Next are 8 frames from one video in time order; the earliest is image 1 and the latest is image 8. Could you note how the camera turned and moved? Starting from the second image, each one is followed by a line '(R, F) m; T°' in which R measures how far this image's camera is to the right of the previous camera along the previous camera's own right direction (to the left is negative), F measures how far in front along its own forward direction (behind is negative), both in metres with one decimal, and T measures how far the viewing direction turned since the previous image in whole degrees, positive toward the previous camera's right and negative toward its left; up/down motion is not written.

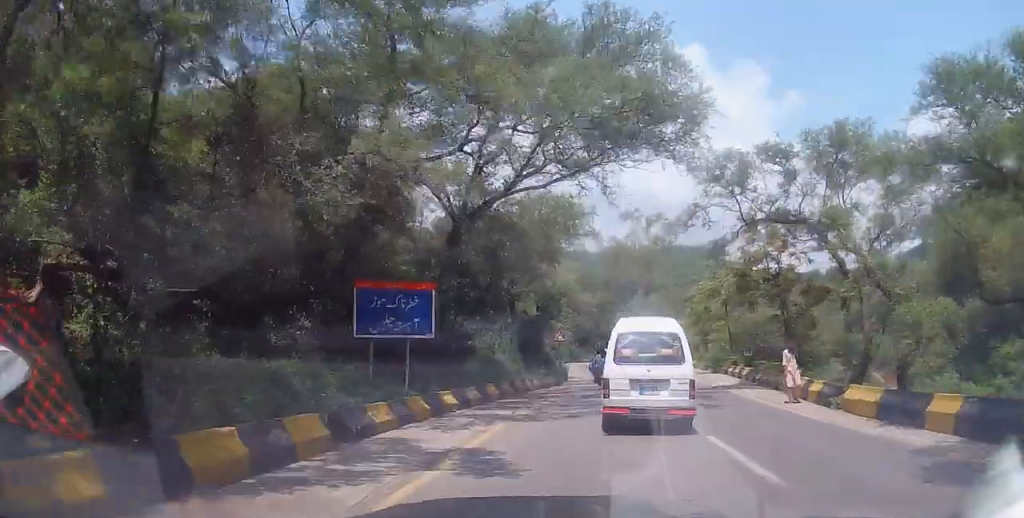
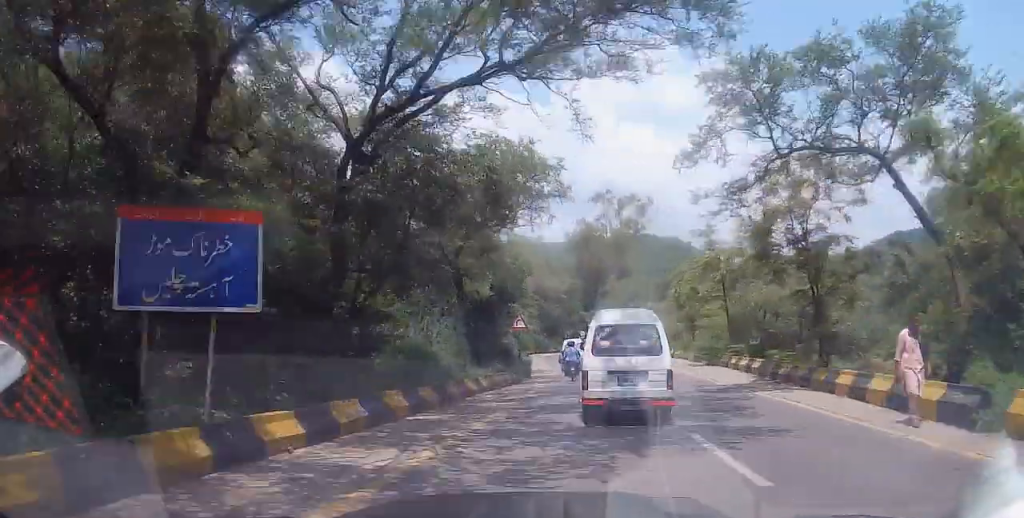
(-0.1, +6.3) m; 0°
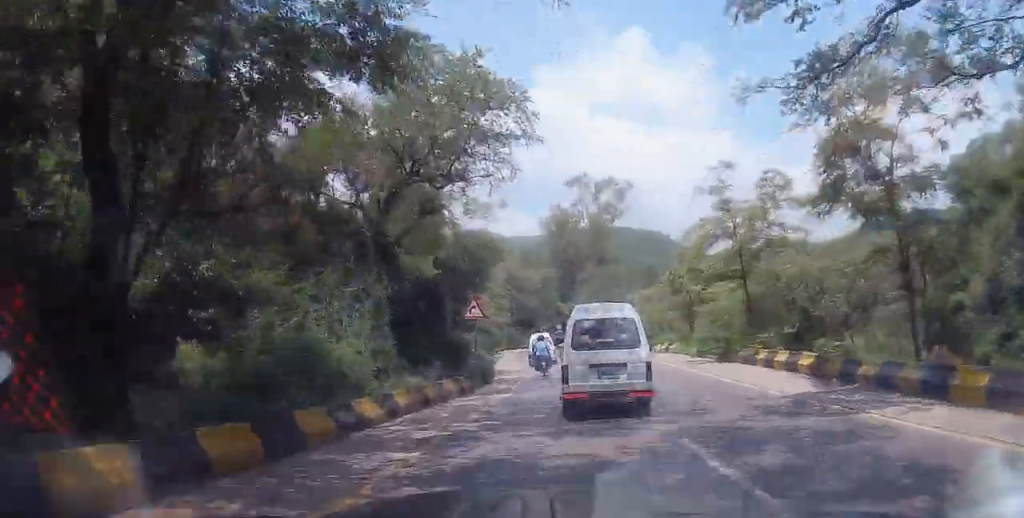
(-1.1, +5.8) m; +7°
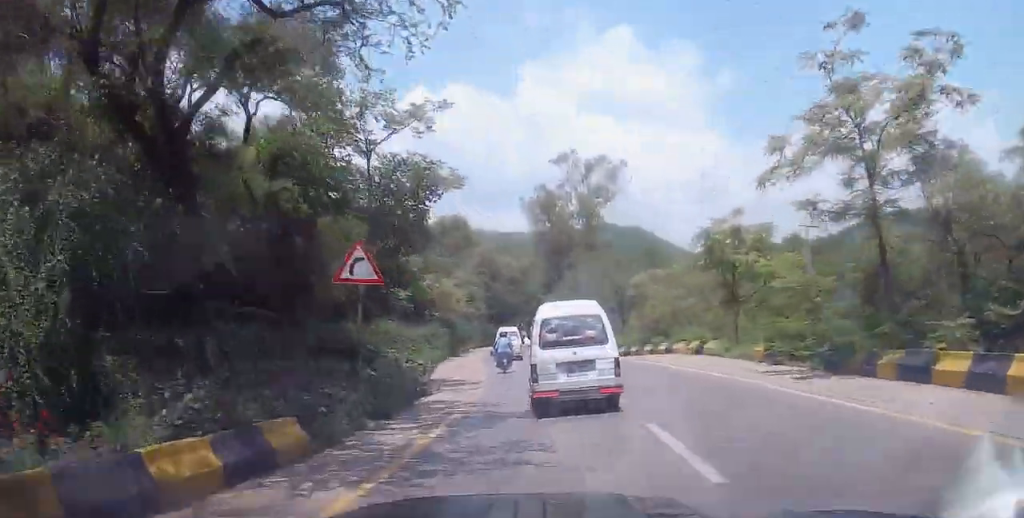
(+2.3, +11.7) m; +10°
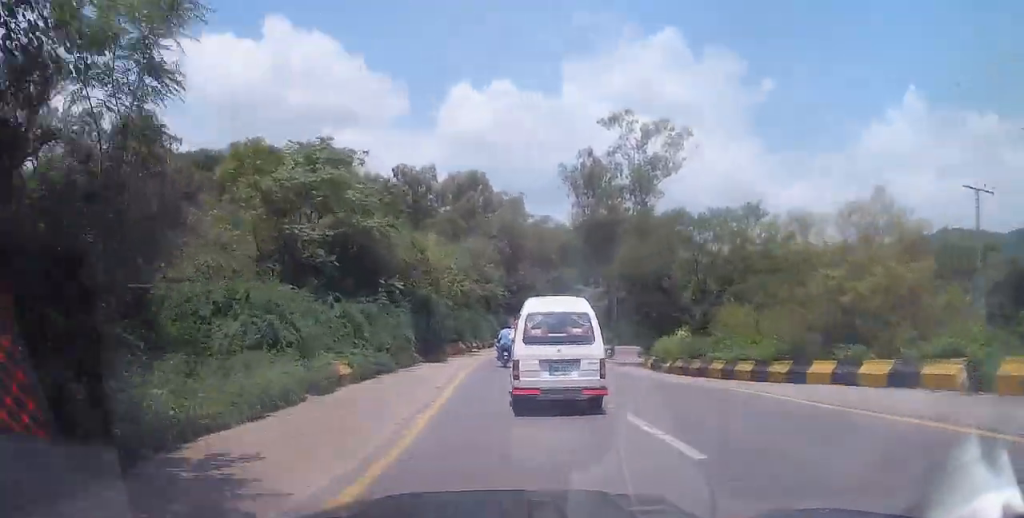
(-0.4, +18.5) m; -7°
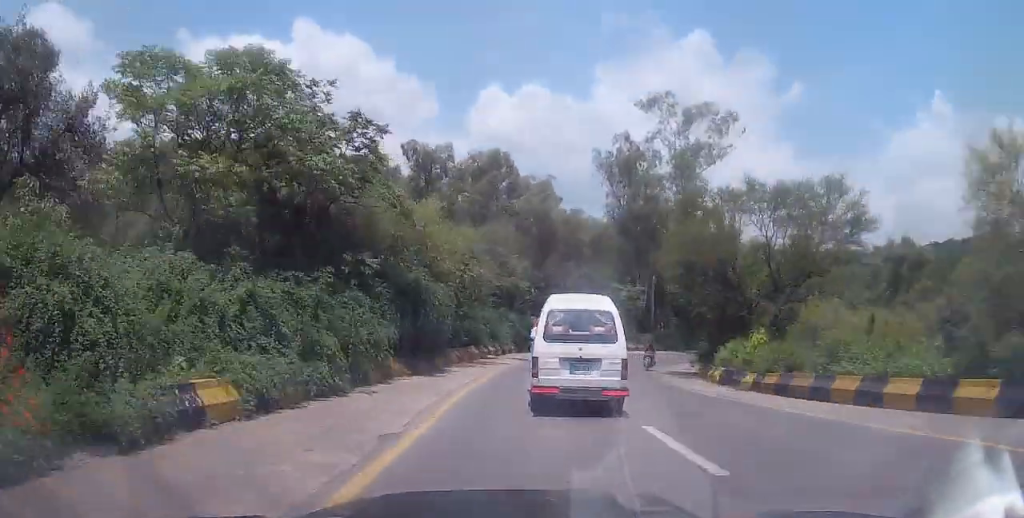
(-0.3, +7.5) m; -4°
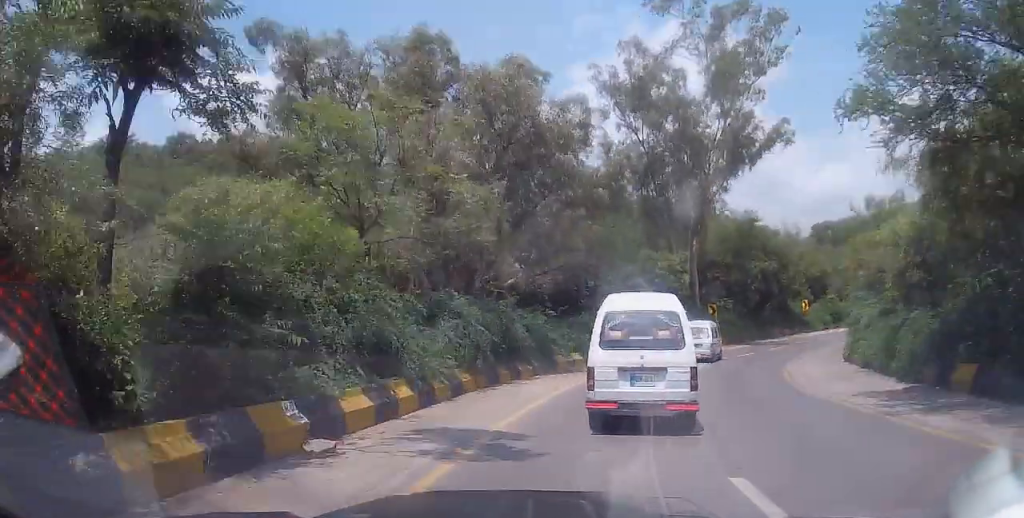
(+0.2, +21.6) m; +5°
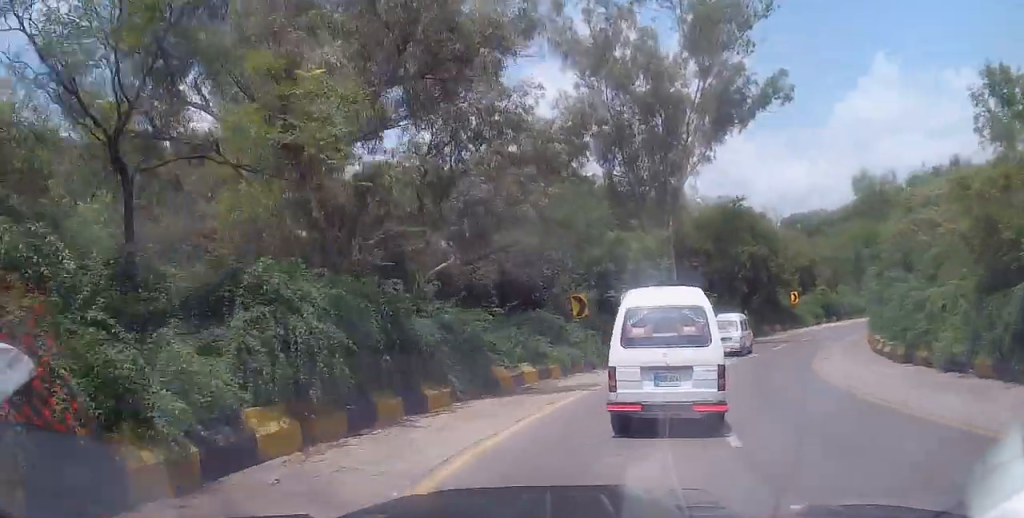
(+0.3, +7.8) m; +3°
